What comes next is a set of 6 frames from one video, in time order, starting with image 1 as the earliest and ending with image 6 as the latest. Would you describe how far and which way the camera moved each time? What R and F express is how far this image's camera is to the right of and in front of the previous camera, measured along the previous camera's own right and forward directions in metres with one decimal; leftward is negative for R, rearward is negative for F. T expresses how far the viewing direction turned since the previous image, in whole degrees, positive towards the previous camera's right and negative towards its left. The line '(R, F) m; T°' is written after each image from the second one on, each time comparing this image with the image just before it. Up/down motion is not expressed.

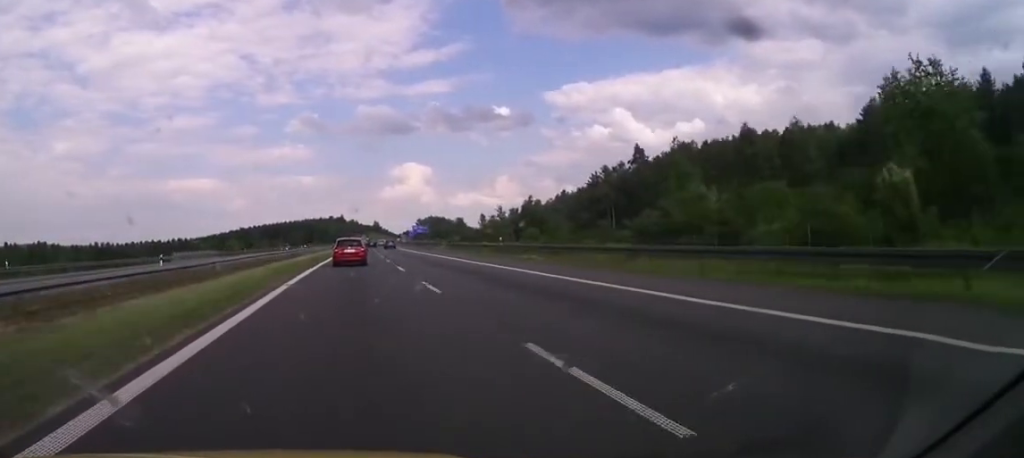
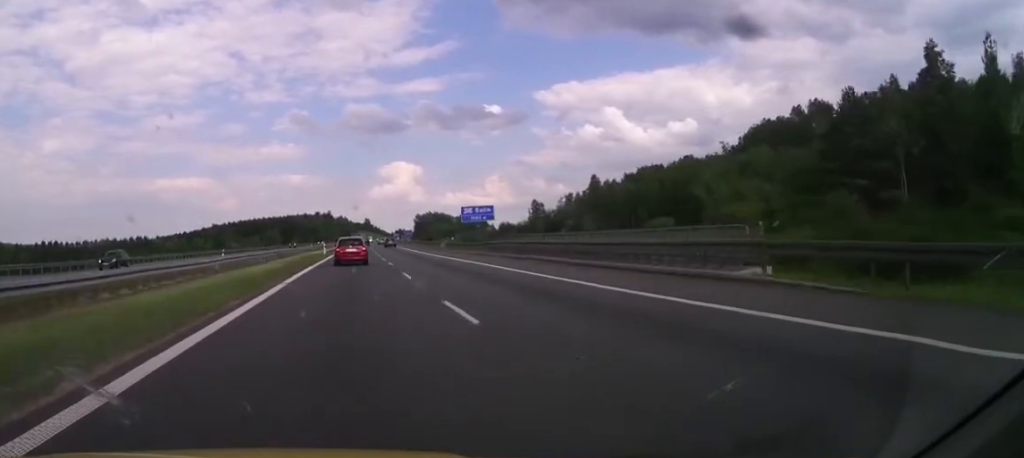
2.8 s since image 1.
(+0.8, +78.0) m; +2°
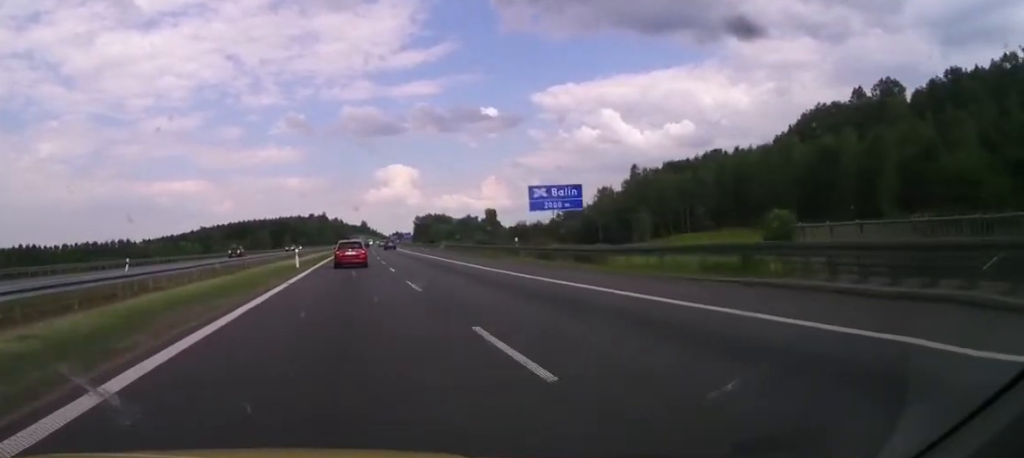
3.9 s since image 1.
(+0.4, +27.8) m; +1°
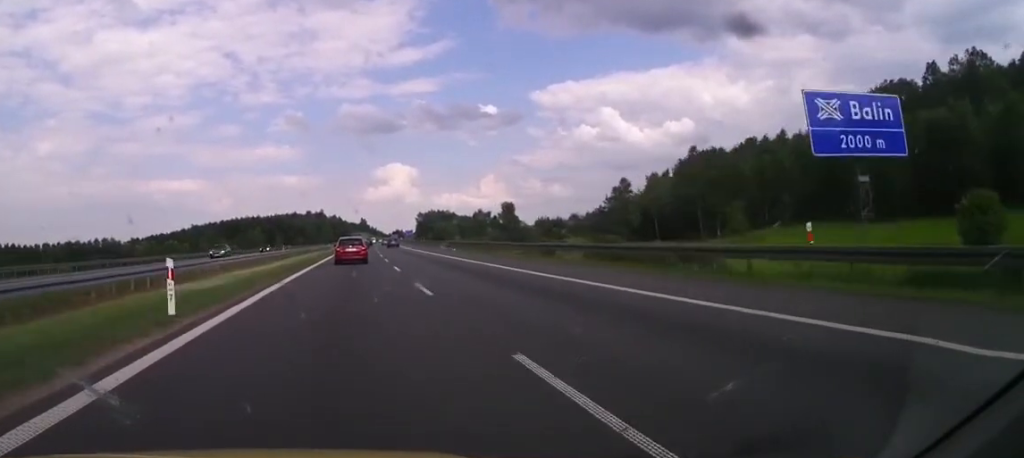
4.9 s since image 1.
(0.0, +26.8) m; 0°
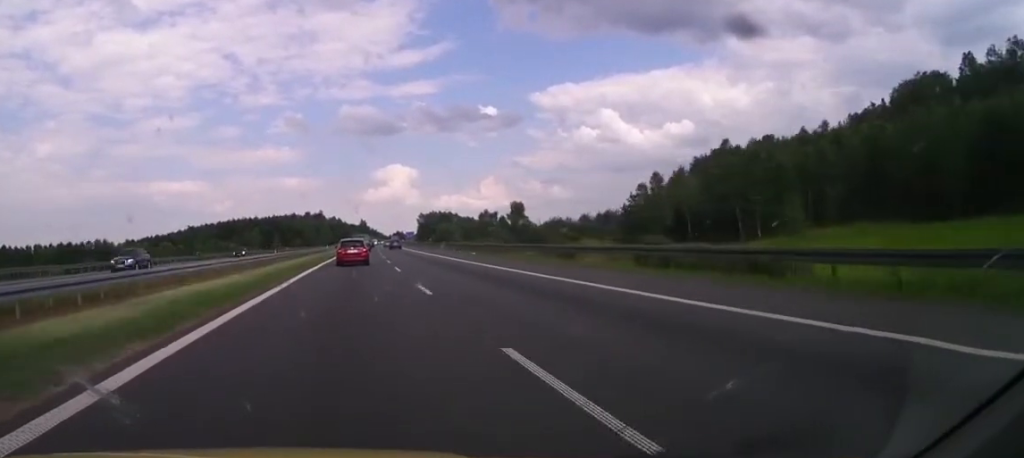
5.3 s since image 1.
(0.0, +11.5) m; 0°
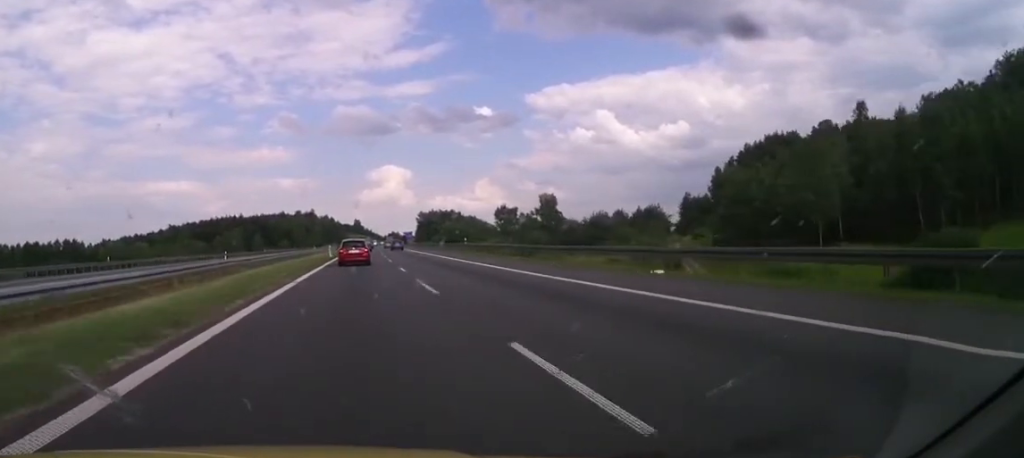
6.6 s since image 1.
(+0.1, +35.0) m; 0°
